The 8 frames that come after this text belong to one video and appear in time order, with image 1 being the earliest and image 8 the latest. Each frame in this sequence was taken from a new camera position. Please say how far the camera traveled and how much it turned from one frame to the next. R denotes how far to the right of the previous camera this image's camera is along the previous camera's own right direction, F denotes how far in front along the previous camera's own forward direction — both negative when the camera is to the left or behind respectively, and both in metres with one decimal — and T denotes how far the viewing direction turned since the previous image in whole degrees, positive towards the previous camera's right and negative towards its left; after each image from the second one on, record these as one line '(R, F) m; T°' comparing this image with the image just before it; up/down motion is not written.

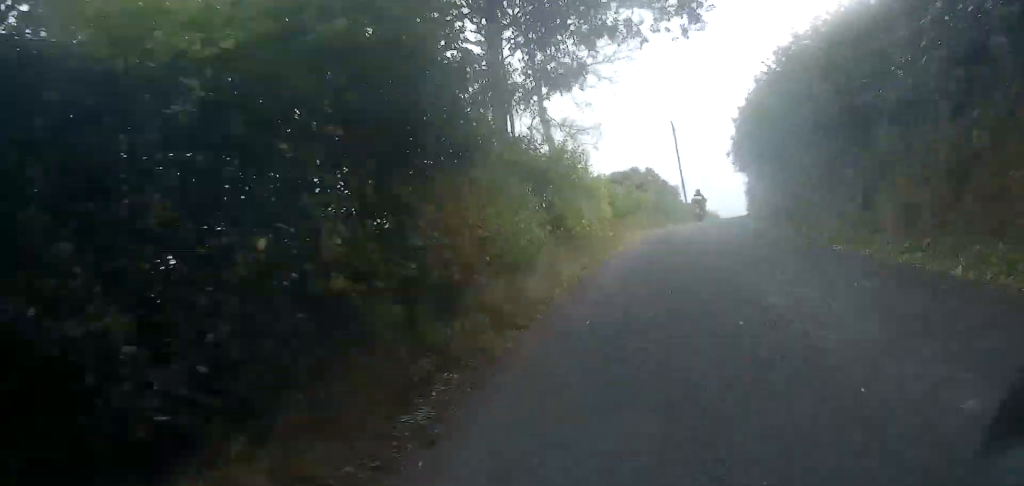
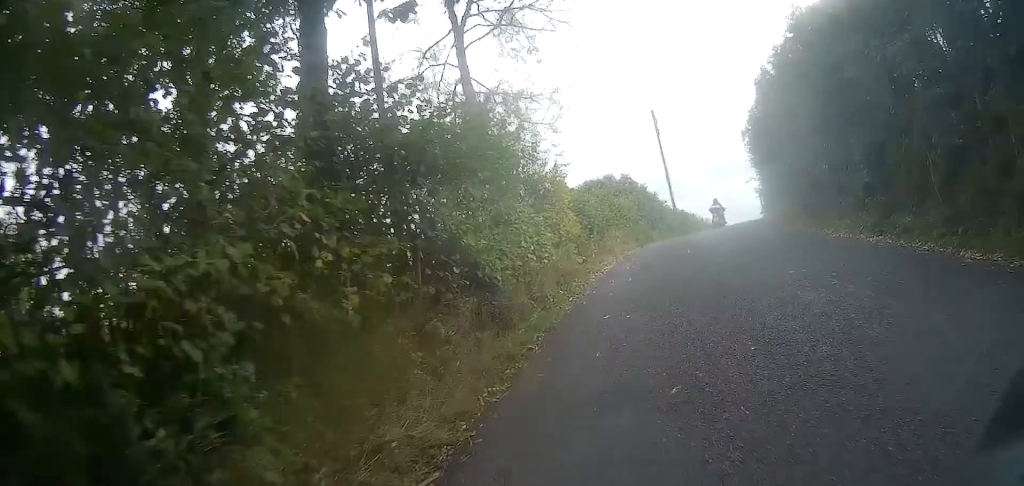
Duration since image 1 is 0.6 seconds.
(+0.1, +7.3) m; +2°
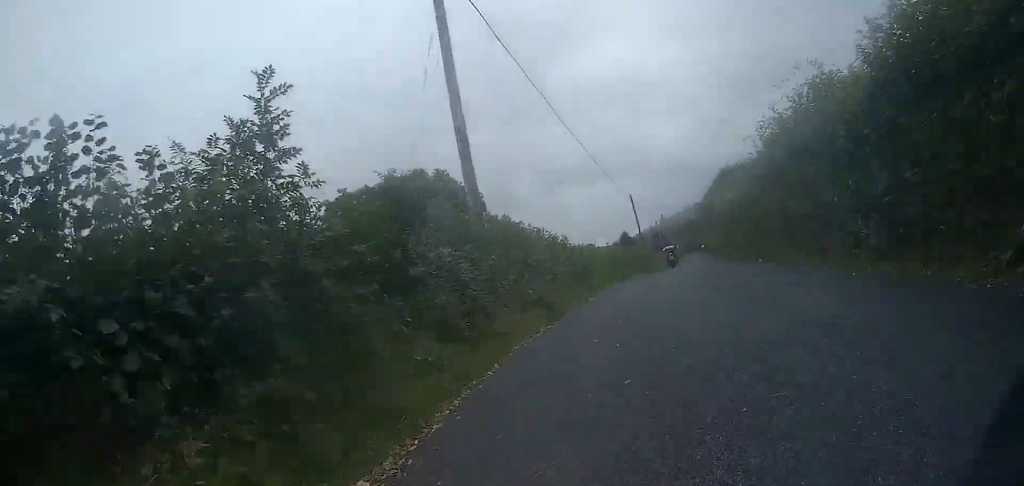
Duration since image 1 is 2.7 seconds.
(+2.0, +24.8) m; +11°
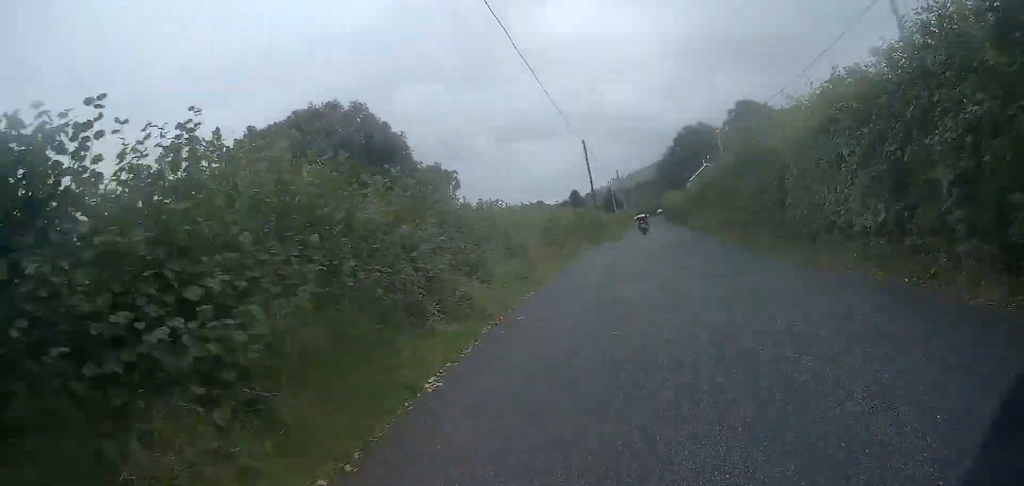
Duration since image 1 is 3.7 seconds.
(+0.6, +11.5) m; +6°
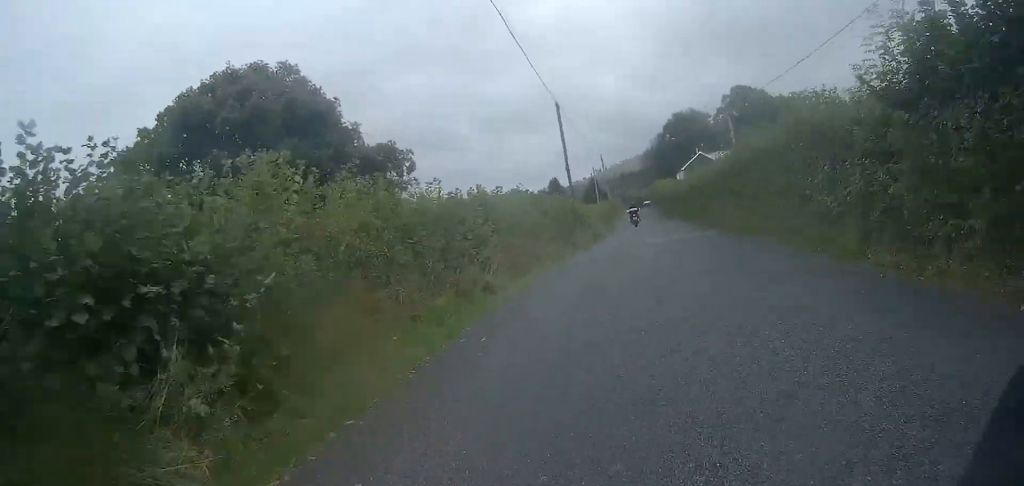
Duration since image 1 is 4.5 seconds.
(+0.5, +10.5) m; +5°
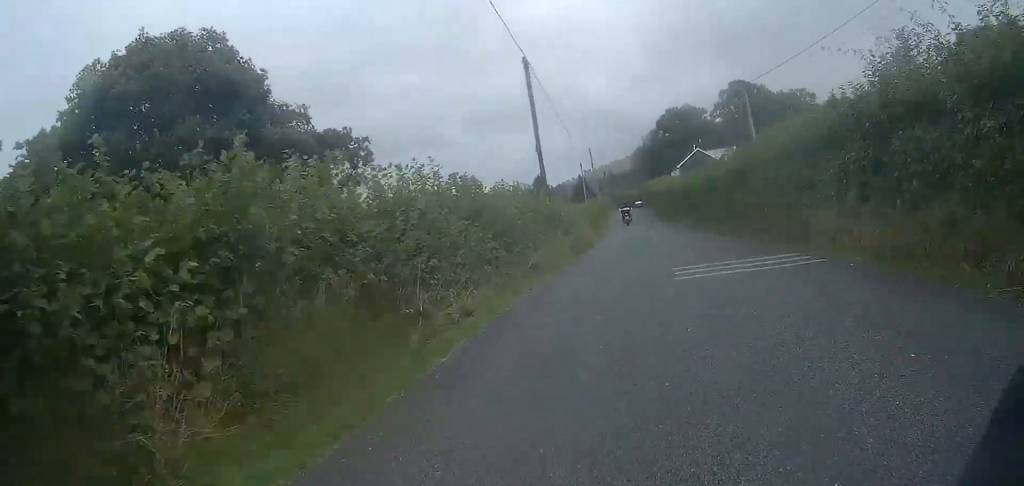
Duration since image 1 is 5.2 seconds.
(+0.4, +8.9) m; +2°
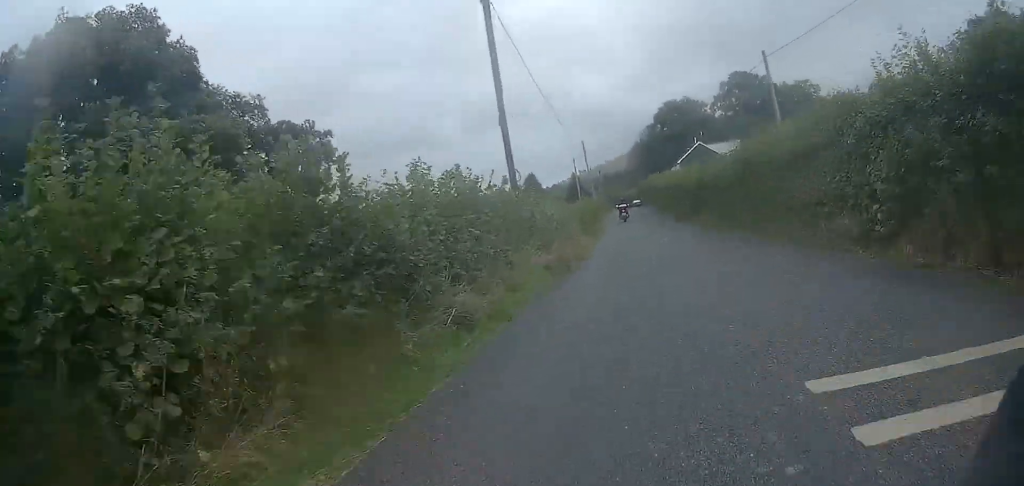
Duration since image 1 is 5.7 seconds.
(0.0, +6.7) m; 0°
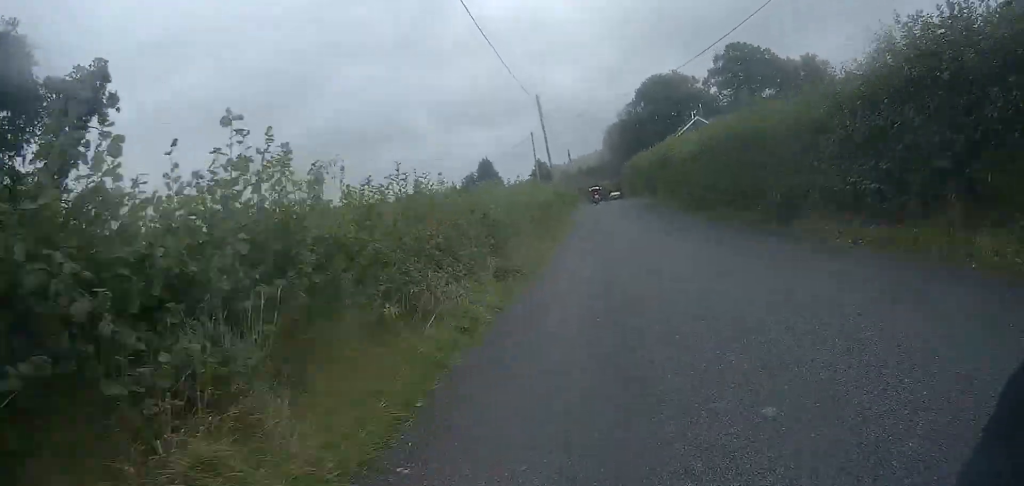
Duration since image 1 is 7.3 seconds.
(0.0, +22.0) m; +1°
